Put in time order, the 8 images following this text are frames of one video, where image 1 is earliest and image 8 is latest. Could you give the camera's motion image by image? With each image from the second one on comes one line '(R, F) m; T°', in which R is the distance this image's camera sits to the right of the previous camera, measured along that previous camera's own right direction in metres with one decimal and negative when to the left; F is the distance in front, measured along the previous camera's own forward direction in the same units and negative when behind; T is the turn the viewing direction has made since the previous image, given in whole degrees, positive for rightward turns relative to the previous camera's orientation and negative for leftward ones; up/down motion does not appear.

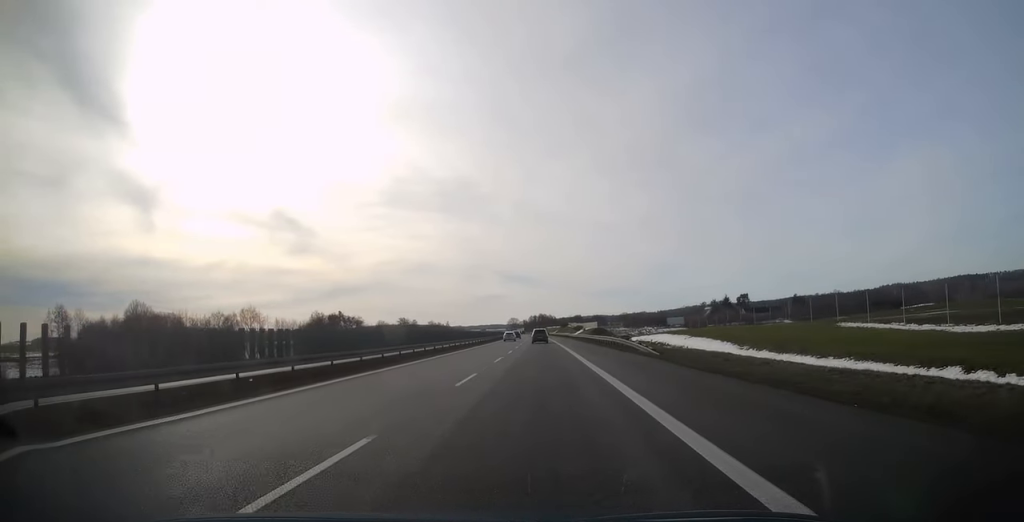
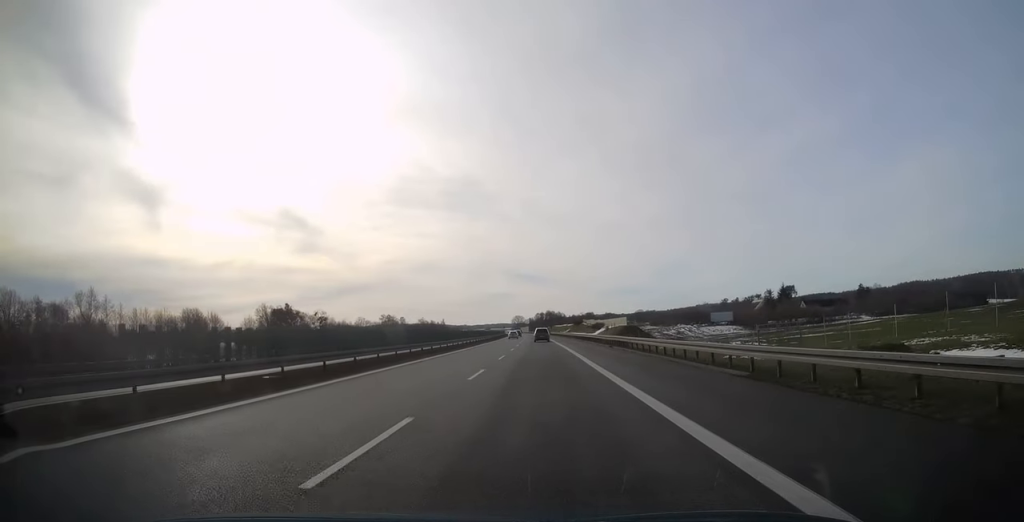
(-0.6, +68.9) m; -1°
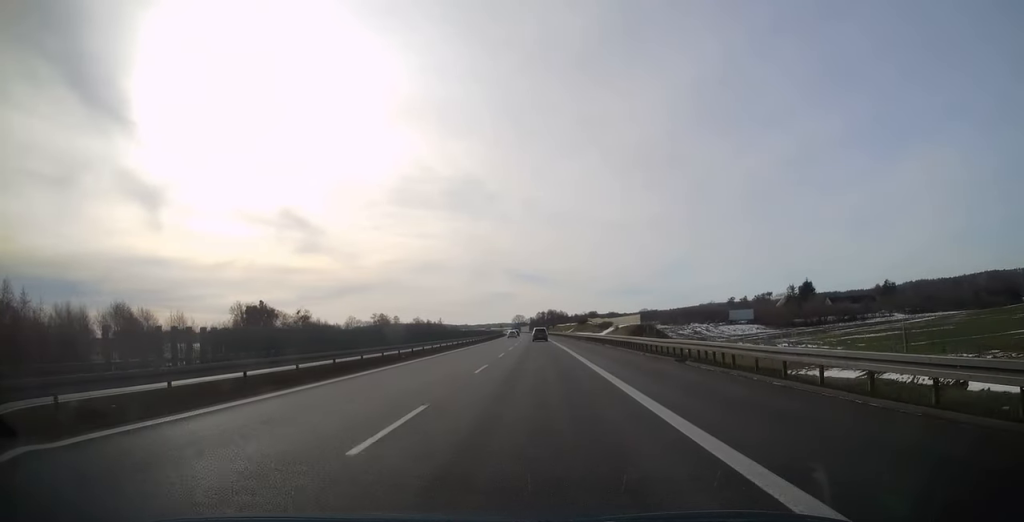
(-0.1, +22.5) m; 0°
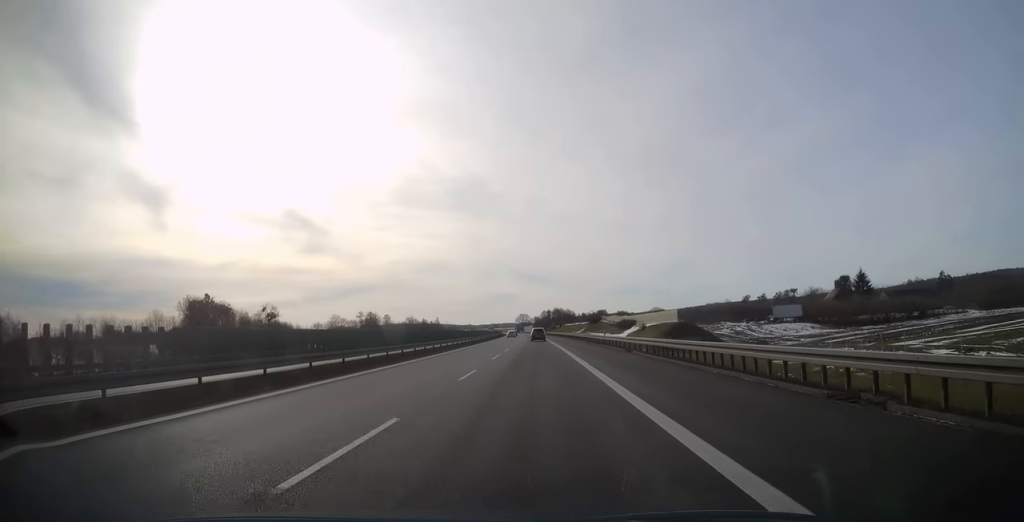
(+0.1, +38.2) m; 0°
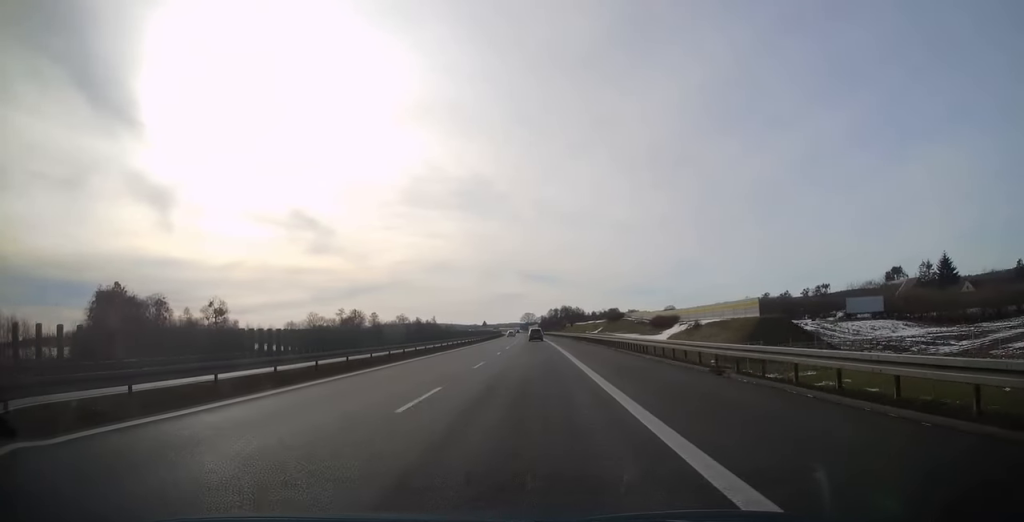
(-0.3, +42.8) m; -1°
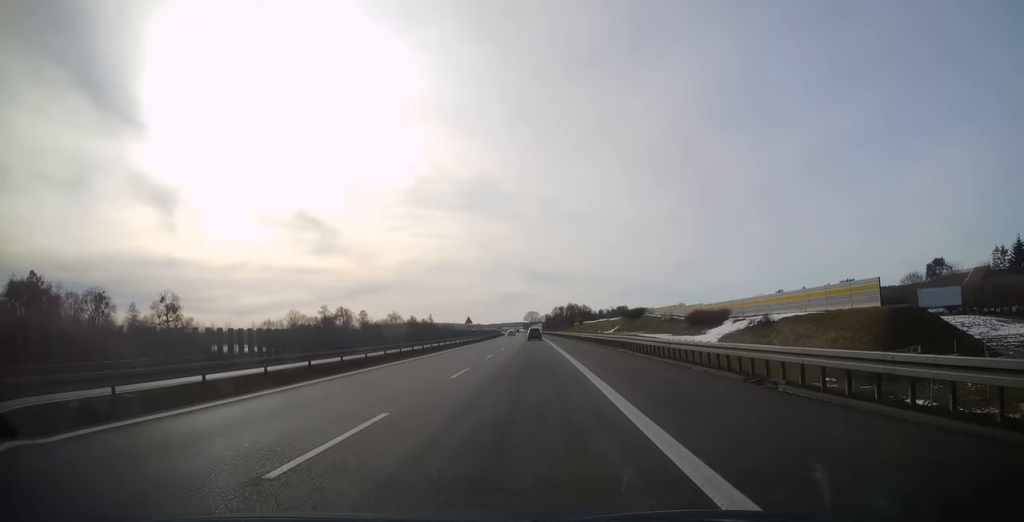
(-0.2, +28.5) m; 0°
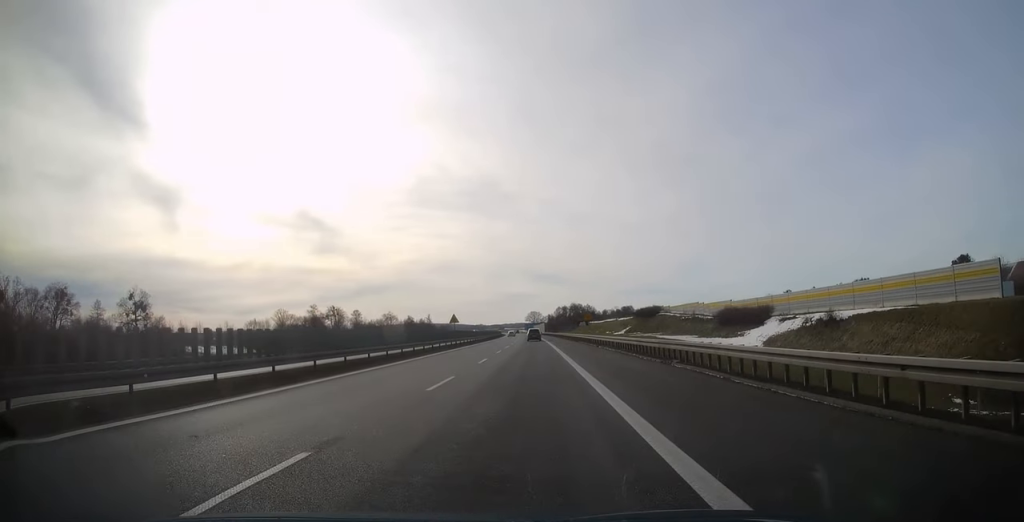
(0.0, +15.3) m; 0°
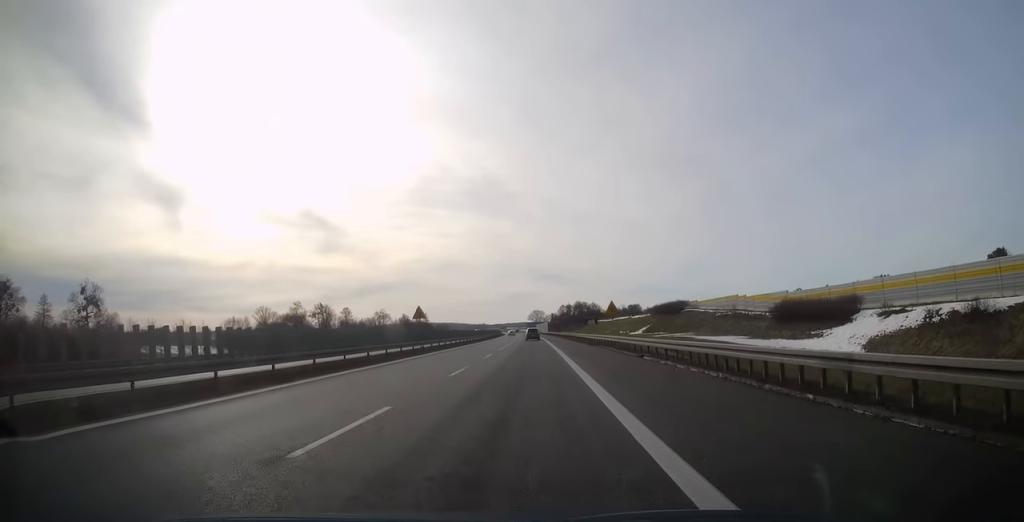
(0.0, +19.9) m; 0°
